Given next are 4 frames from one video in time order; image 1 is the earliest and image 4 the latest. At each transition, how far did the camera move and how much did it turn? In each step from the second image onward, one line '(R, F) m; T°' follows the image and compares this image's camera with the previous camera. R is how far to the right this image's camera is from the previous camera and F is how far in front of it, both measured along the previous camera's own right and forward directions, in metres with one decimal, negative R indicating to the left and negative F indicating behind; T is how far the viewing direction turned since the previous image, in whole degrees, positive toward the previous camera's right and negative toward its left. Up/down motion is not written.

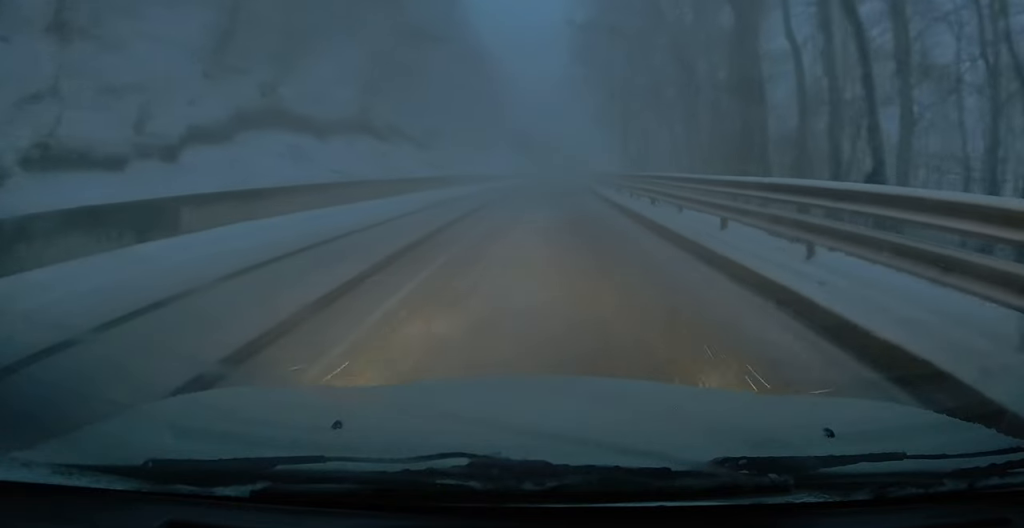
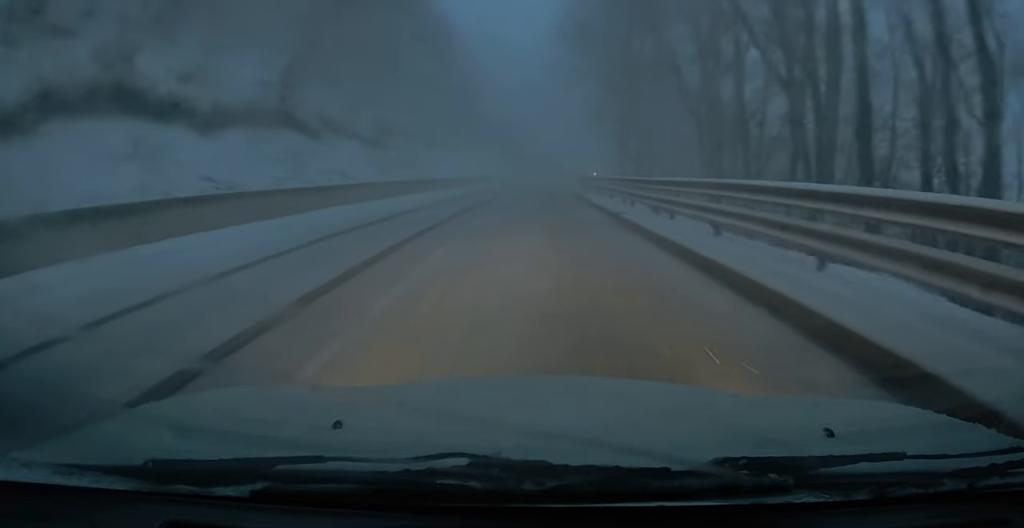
(0.0, +9.2) m; +1°
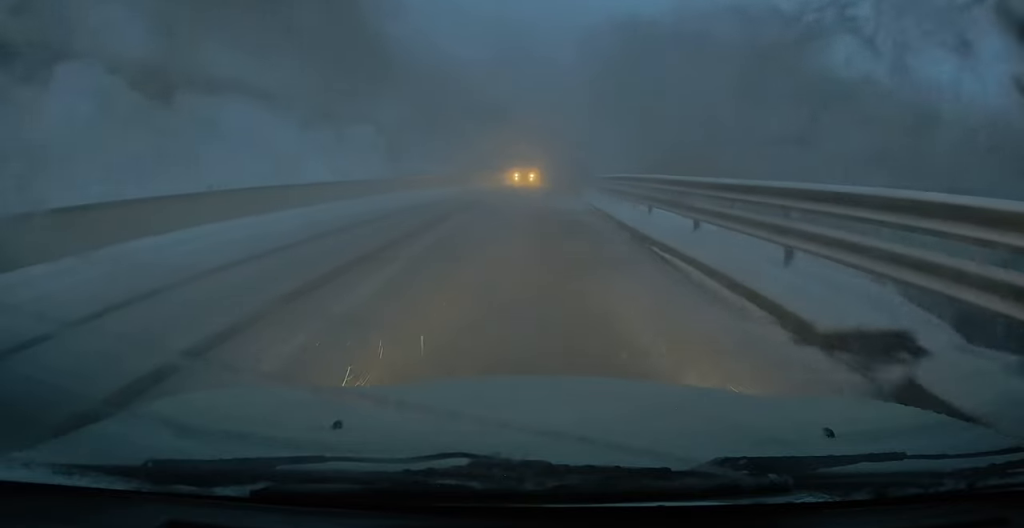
(+1.8, +41.3) m; +4°
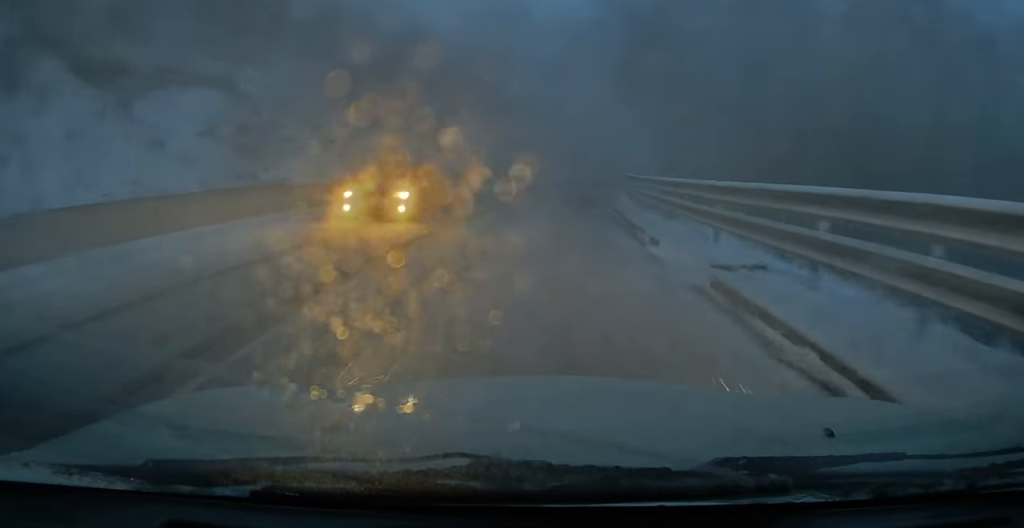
(+0.3, +19.4) m; +2°
